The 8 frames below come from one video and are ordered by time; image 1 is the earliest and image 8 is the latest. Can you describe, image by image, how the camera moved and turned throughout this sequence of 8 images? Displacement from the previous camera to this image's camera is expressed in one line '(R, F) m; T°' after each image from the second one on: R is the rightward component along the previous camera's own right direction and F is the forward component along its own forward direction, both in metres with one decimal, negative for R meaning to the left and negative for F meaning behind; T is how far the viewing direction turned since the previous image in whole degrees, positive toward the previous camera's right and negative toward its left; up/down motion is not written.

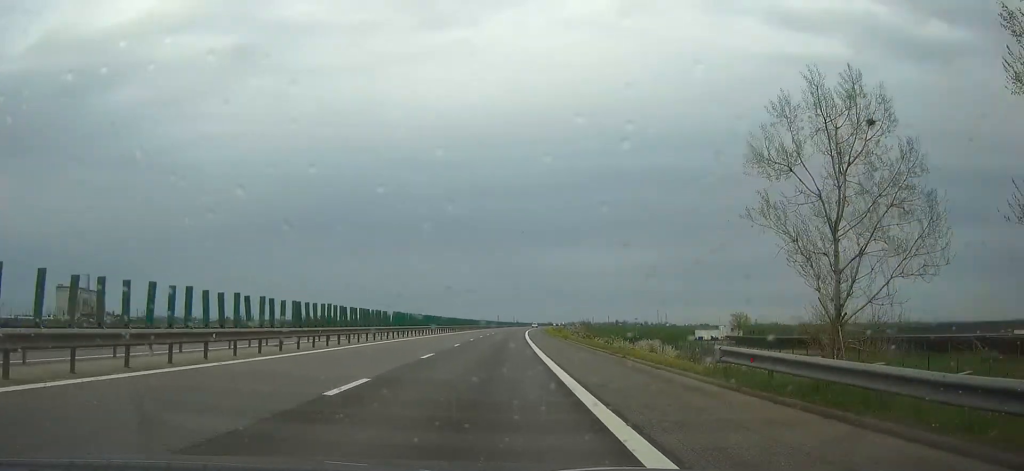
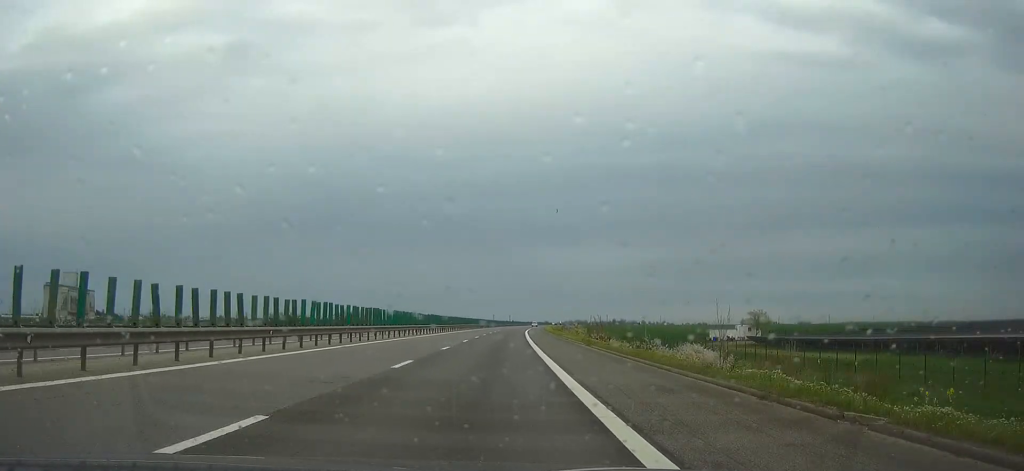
(-0.2, +18.4) m; +1°
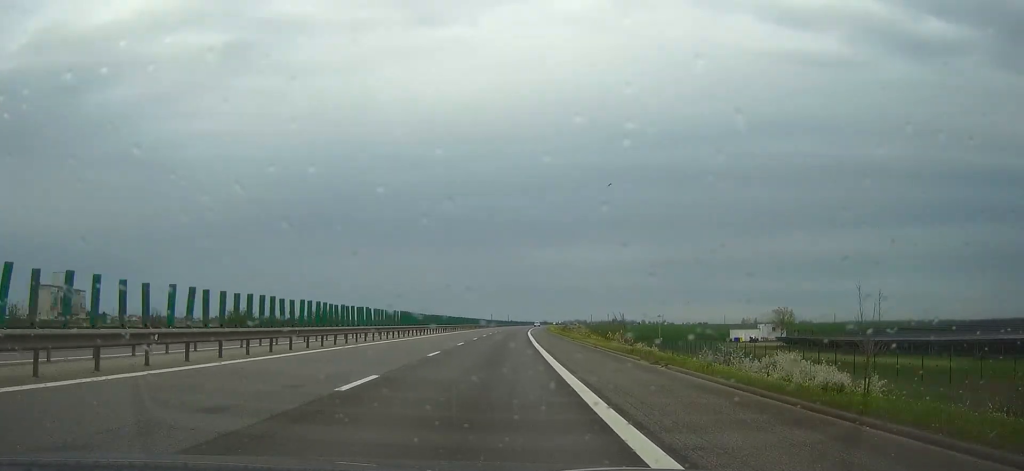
(+0.5, +19.2) m; +1°
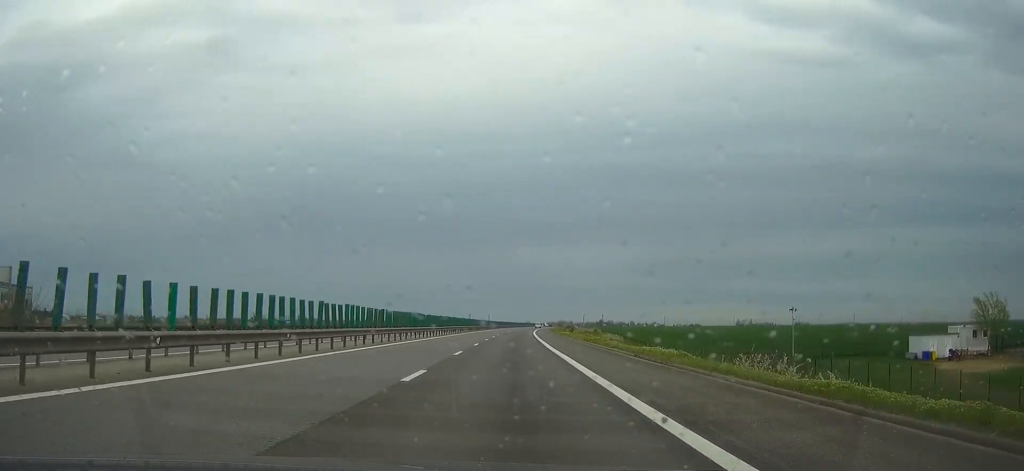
(+1.3, +89.3) m; +1°
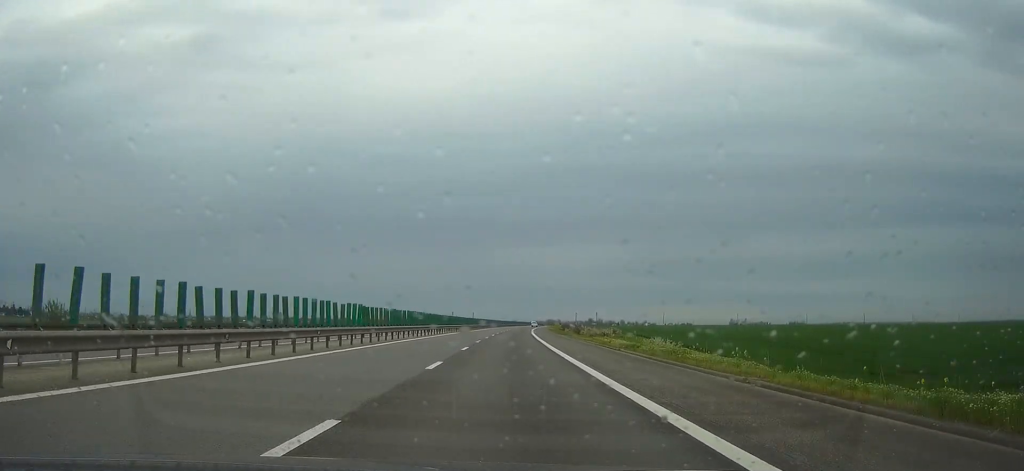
(0.0, +51.2) m; 0°
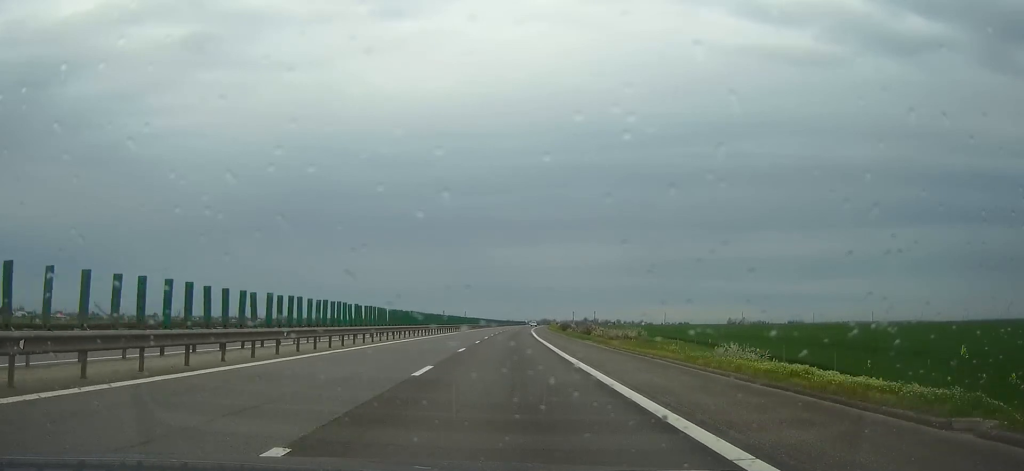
(0.0, +29.5) m; 0°
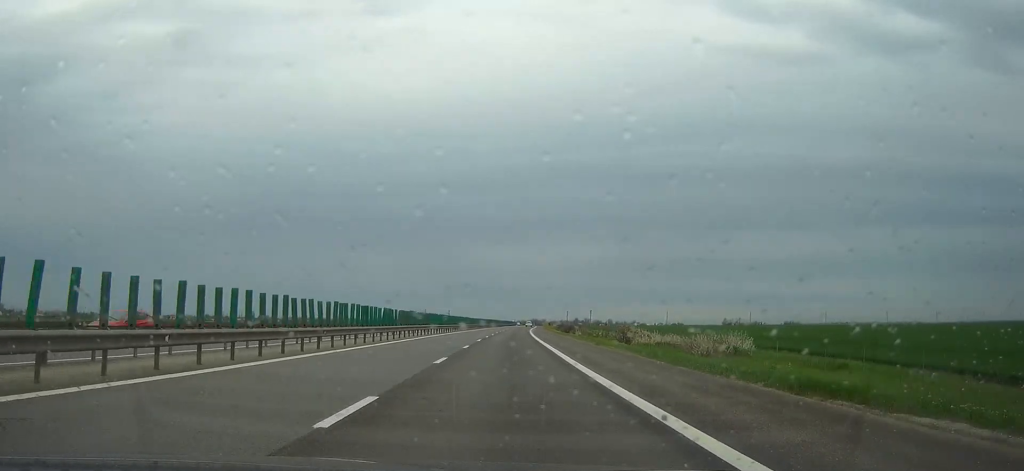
(0.0, +49.3) m; 0°
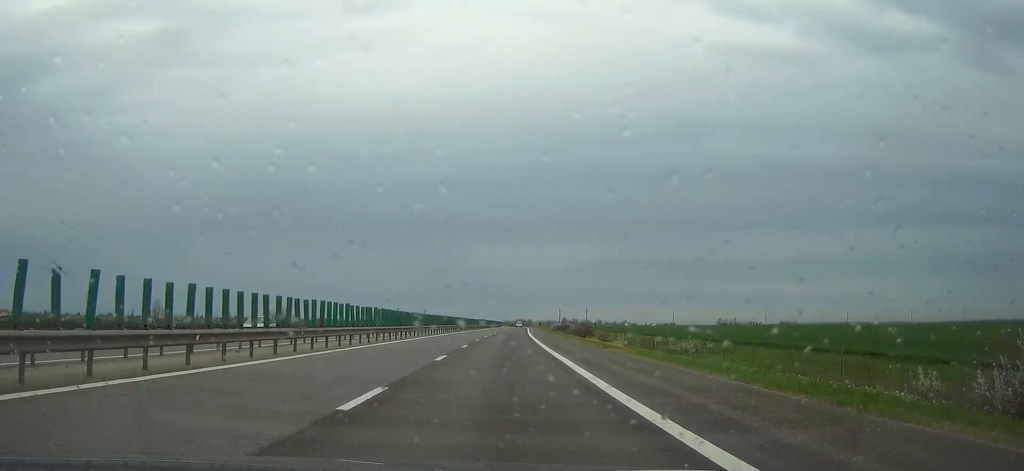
(0.0, +64.3) m; +1°
